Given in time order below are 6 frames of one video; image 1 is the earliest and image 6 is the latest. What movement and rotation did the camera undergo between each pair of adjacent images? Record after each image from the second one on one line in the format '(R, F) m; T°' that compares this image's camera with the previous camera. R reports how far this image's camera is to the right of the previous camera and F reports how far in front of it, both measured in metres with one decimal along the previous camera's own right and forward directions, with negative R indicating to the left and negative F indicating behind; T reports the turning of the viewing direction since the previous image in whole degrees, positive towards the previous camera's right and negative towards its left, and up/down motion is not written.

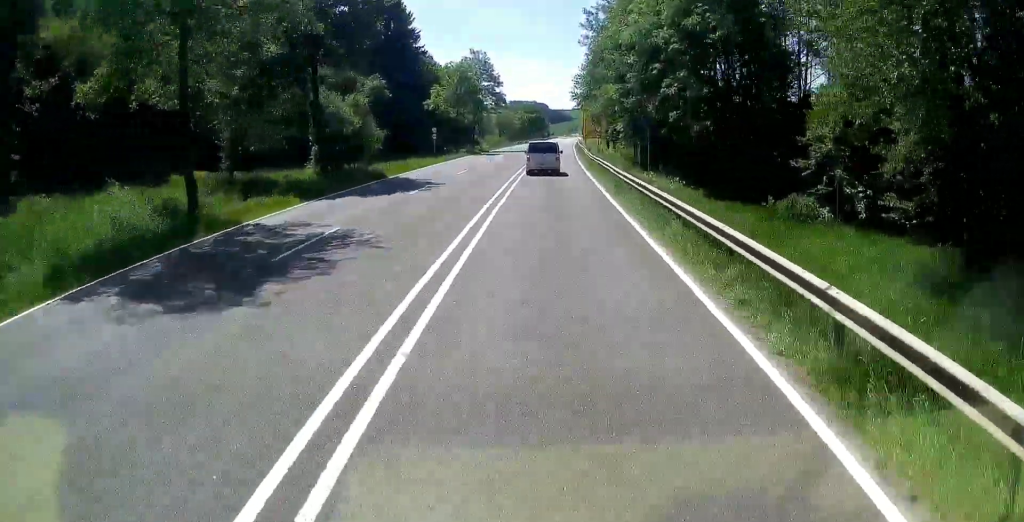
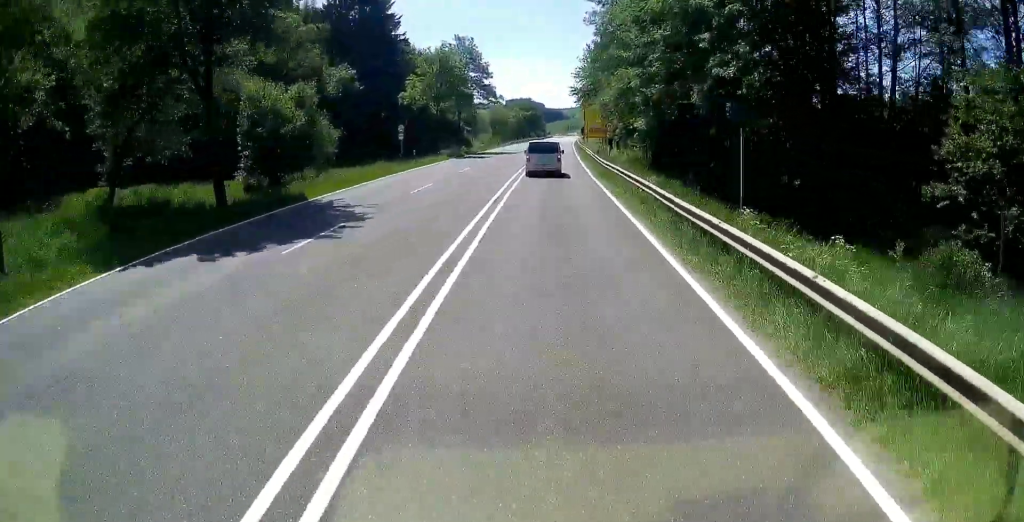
(0.0, +12.0) m; 0°
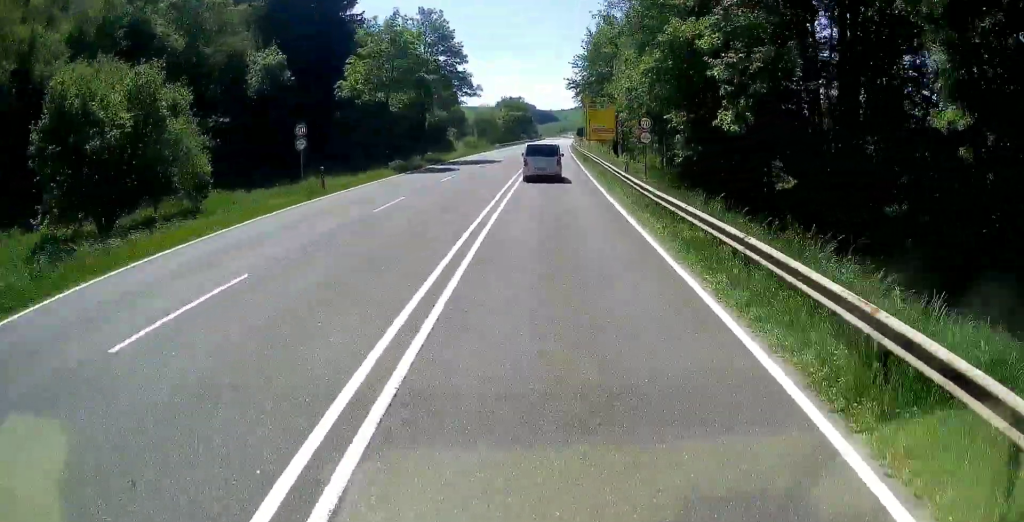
(0.0, +18.0) m; +1°
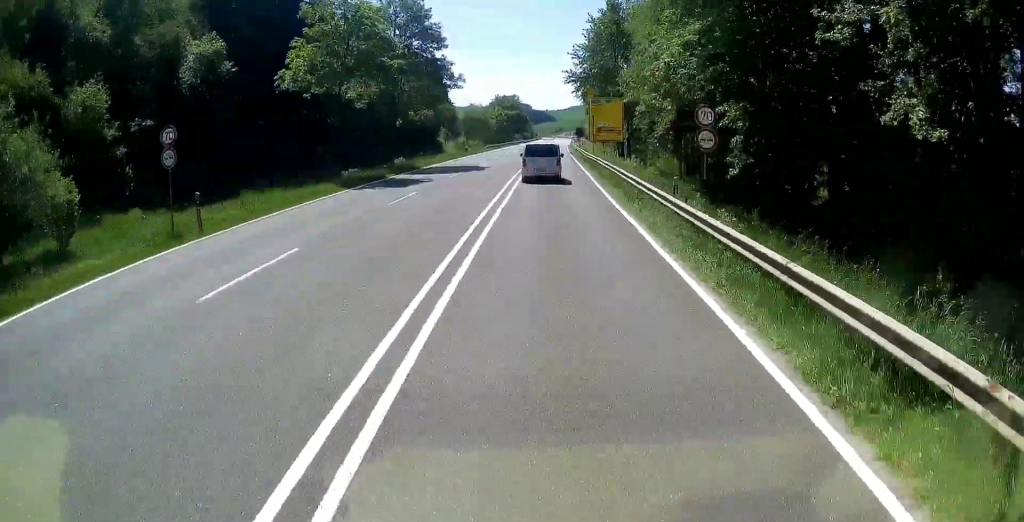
(+0.1, +10.1) m; 0°
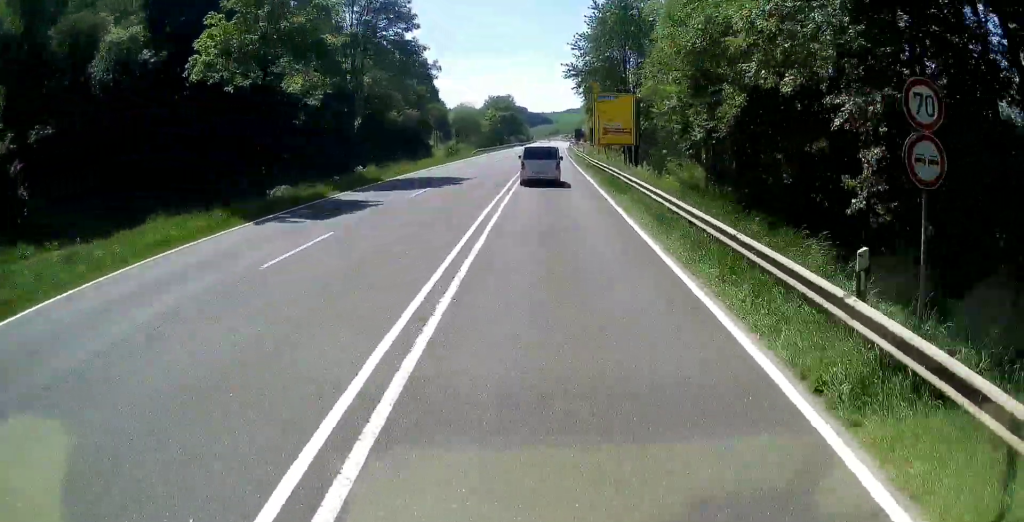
(0.0, +9.9) m; 0°
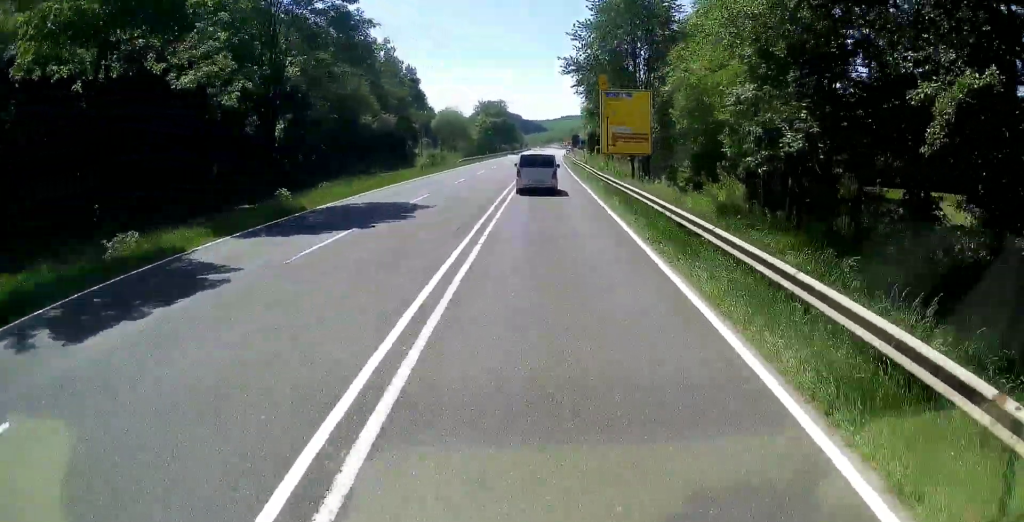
(0.0, +10.8) m; +1°
